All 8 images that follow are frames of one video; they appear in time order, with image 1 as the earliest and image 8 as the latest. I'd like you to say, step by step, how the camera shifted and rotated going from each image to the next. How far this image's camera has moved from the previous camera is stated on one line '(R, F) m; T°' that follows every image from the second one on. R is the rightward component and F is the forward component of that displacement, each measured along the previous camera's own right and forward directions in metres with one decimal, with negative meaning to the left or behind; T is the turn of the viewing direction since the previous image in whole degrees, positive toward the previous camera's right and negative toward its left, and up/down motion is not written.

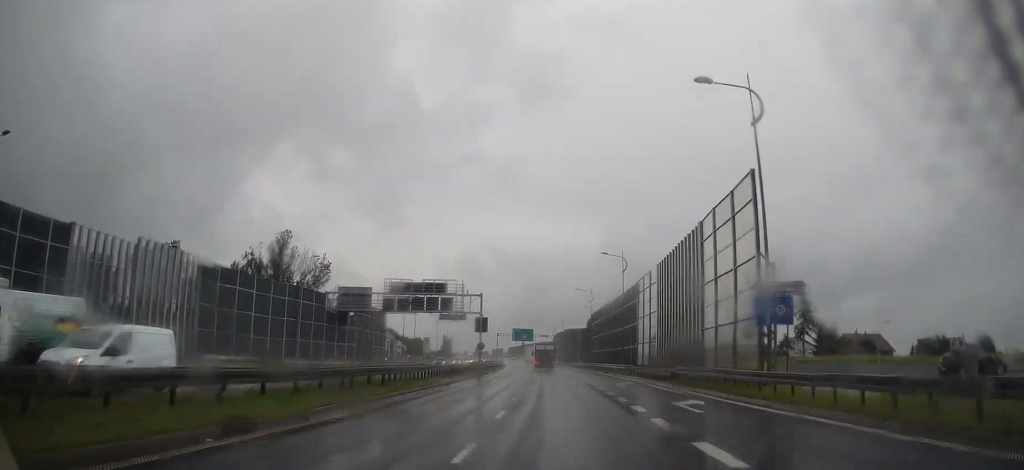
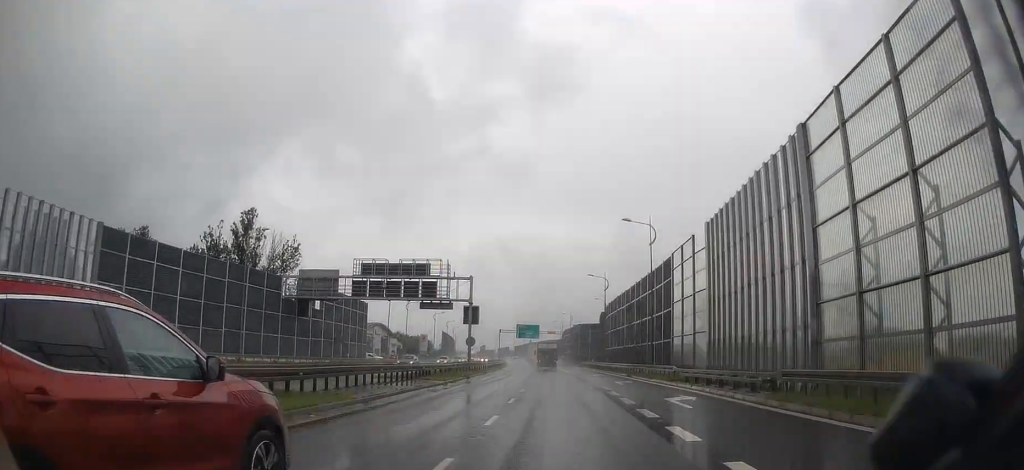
(-0.1, +14.0) m; -1°
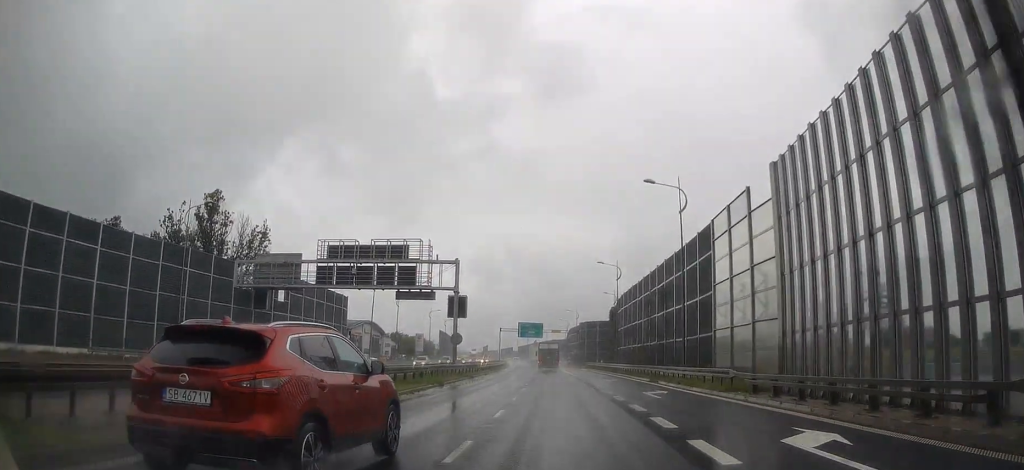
(-0.1, +10.2) m; 0°
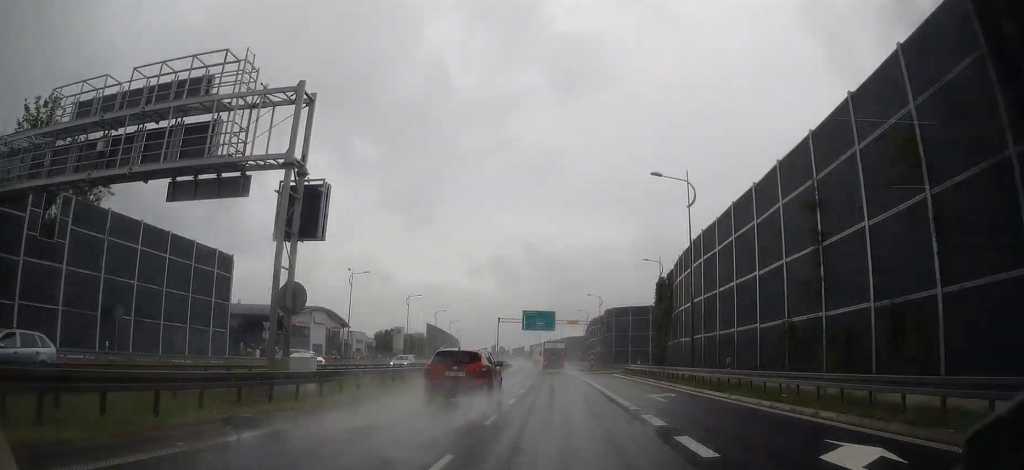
(-0.1, +30.5) m; -1°
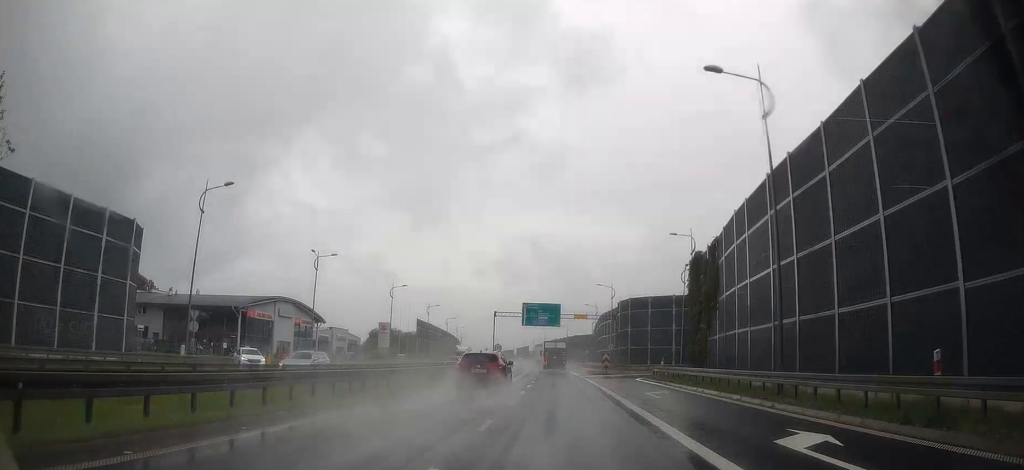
(-0.1, +12.9) m; -1°
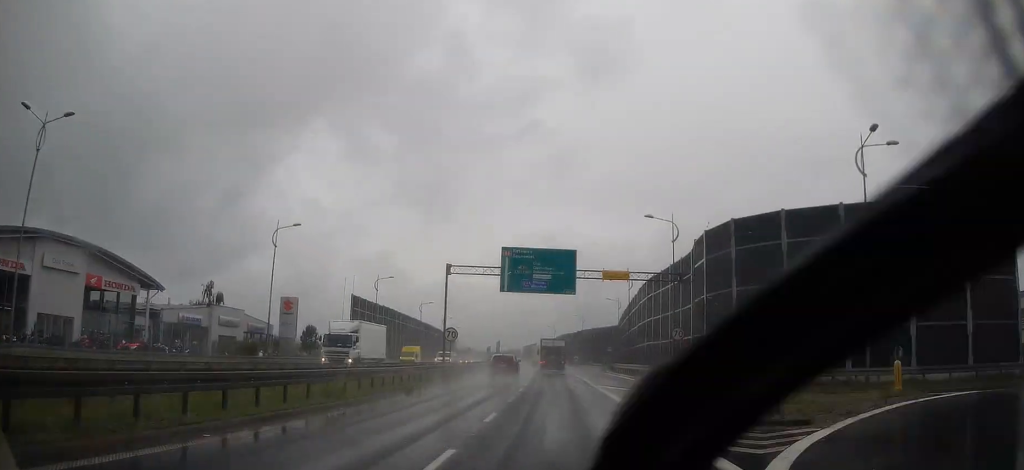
(-0.6, +40.1) m; -2°
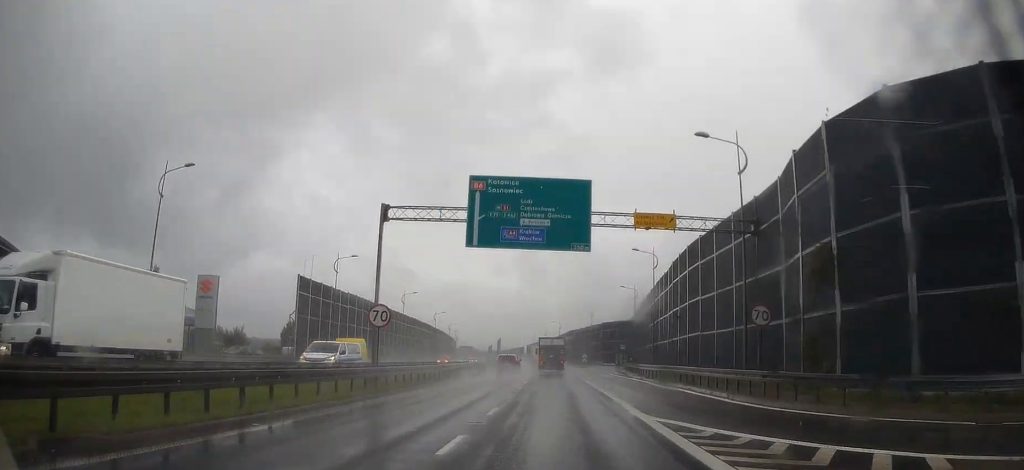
(0.0, +16.5) m; -1°
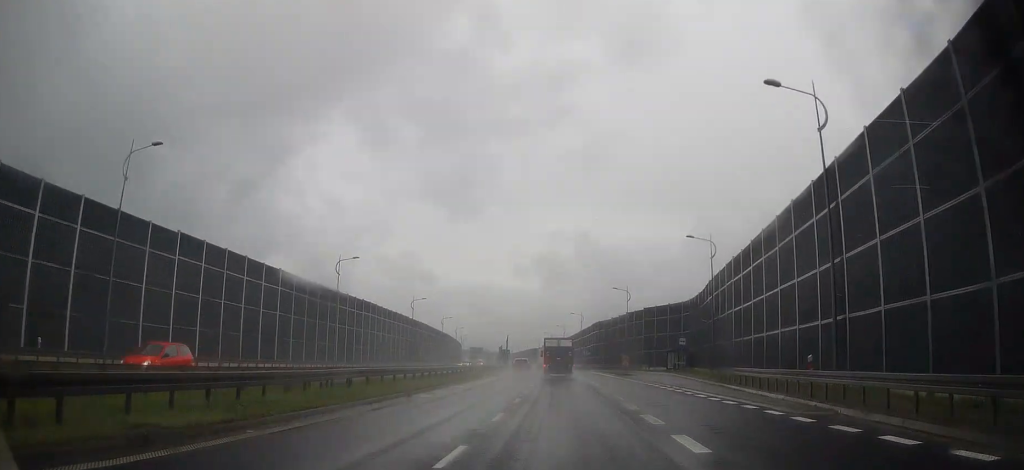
(-0.6, +36.7) m; -2°
